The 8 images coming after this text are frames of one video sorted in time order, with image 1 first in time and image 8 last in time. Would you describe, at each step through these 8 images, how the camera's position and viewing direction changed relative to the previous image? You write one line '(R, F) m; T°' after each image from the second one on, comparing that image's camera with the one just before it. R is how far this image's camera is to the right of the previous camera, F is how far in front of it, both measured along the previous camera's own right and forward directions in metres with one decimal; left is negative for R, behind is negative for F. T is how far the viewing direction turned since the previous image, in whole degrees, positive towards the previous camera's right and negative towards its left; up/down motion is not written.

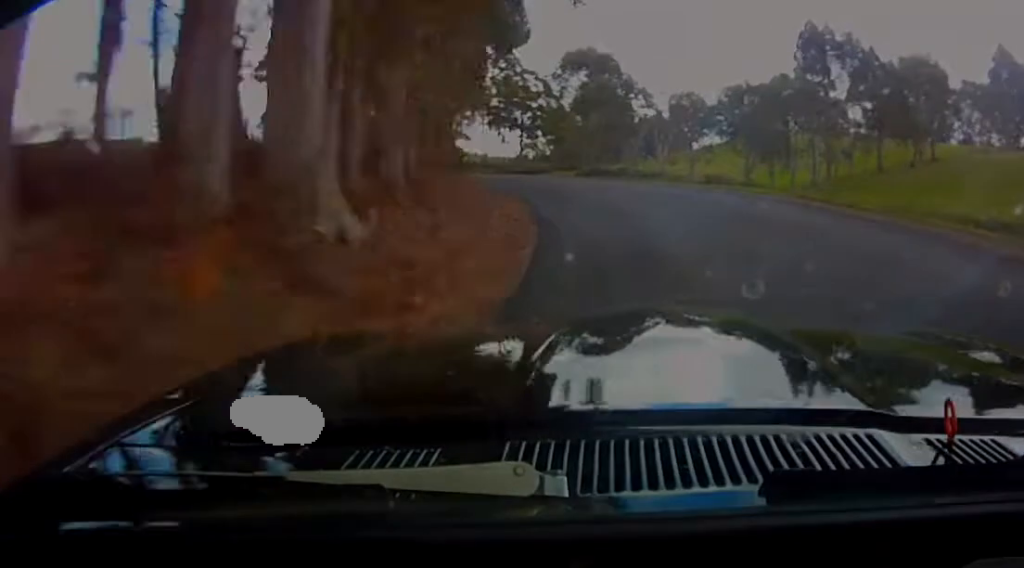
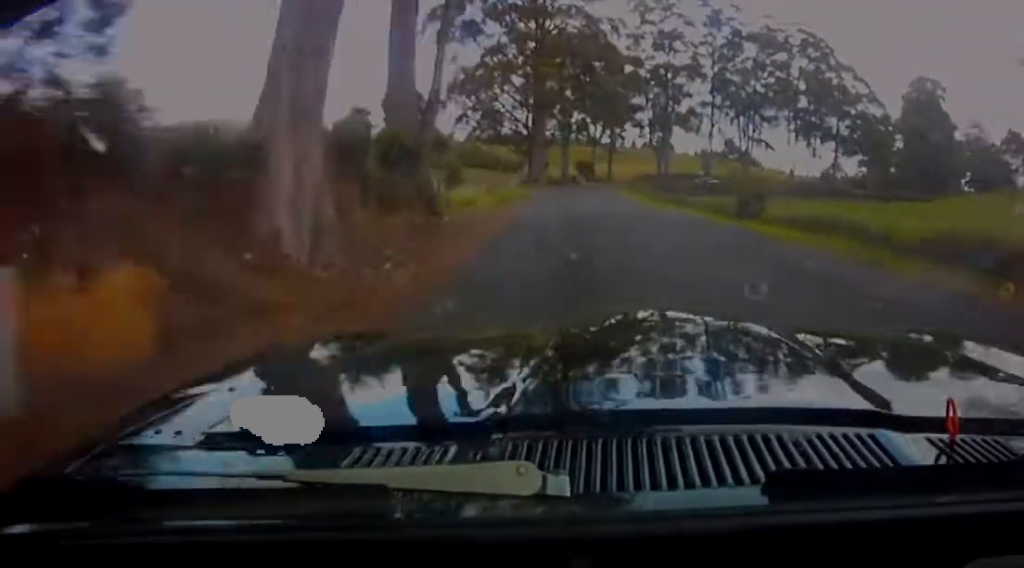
(-10.6, +51.2) m; -19°
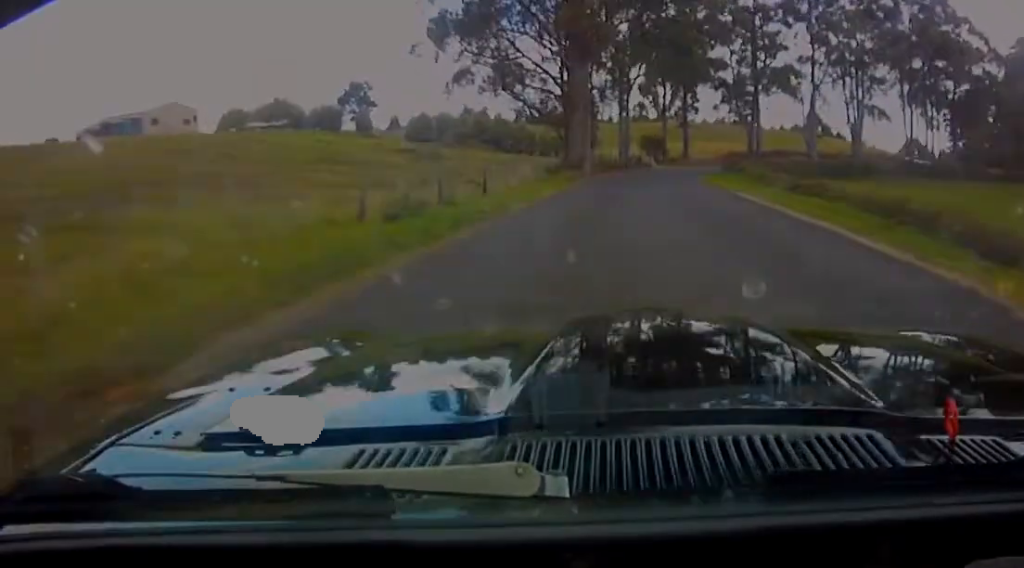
(-2.0, +30.6) m; -2°
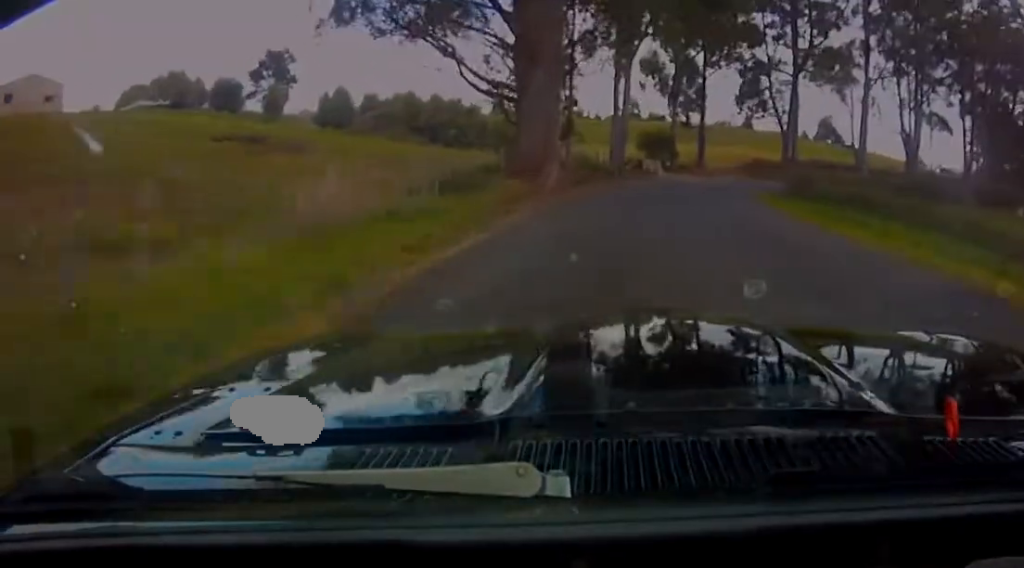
(+0.5, +24.8) m; +6°
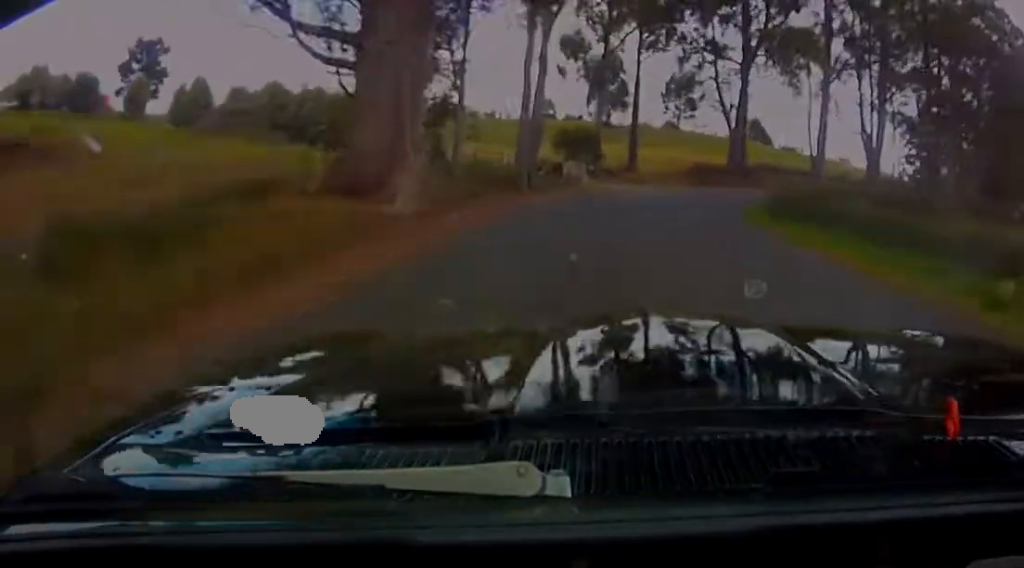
(-0.3, +12.9) m; +6°
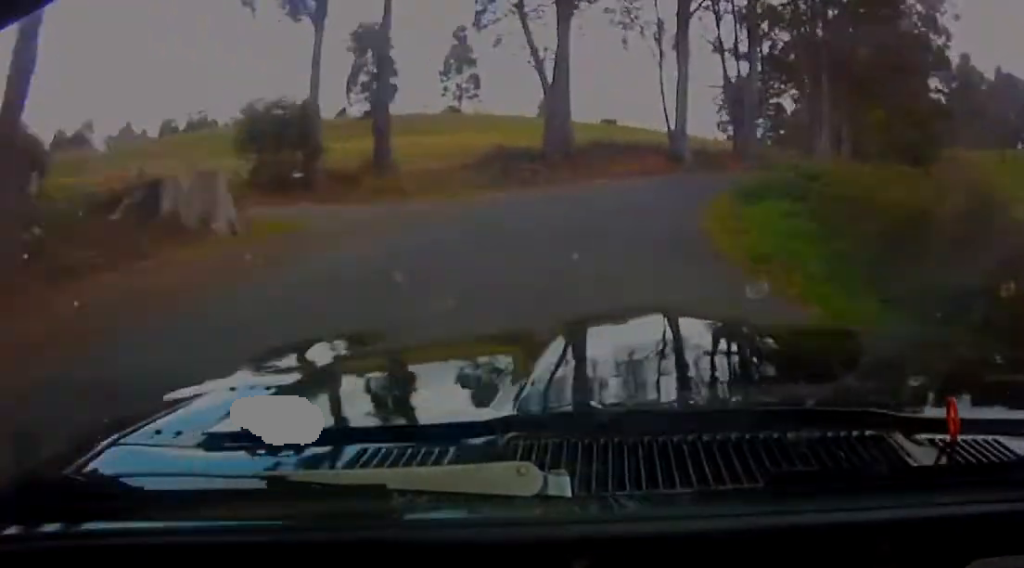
(+3.2, +24.2) m; +15°
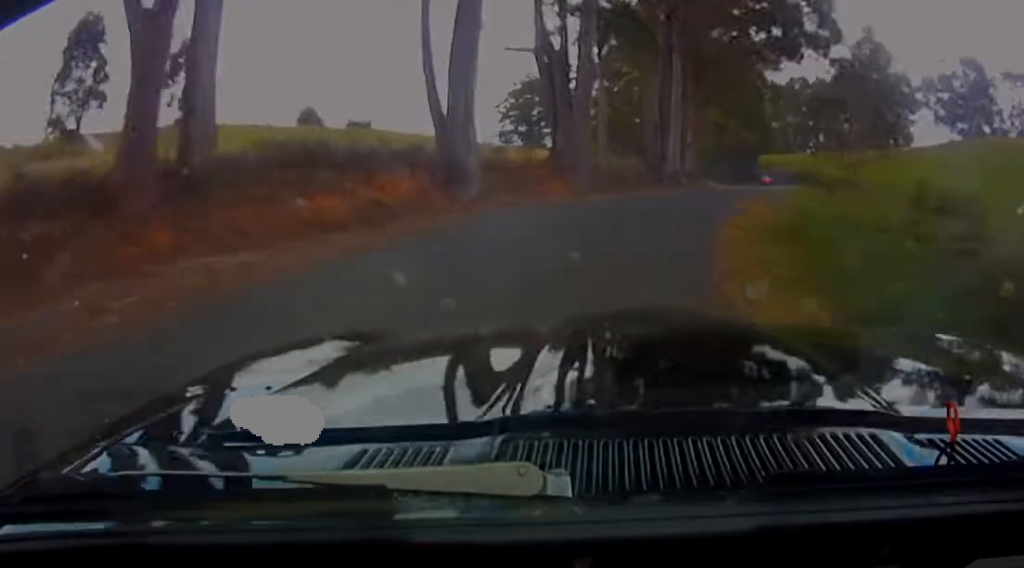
(+3.6, +24.6) m; +13°
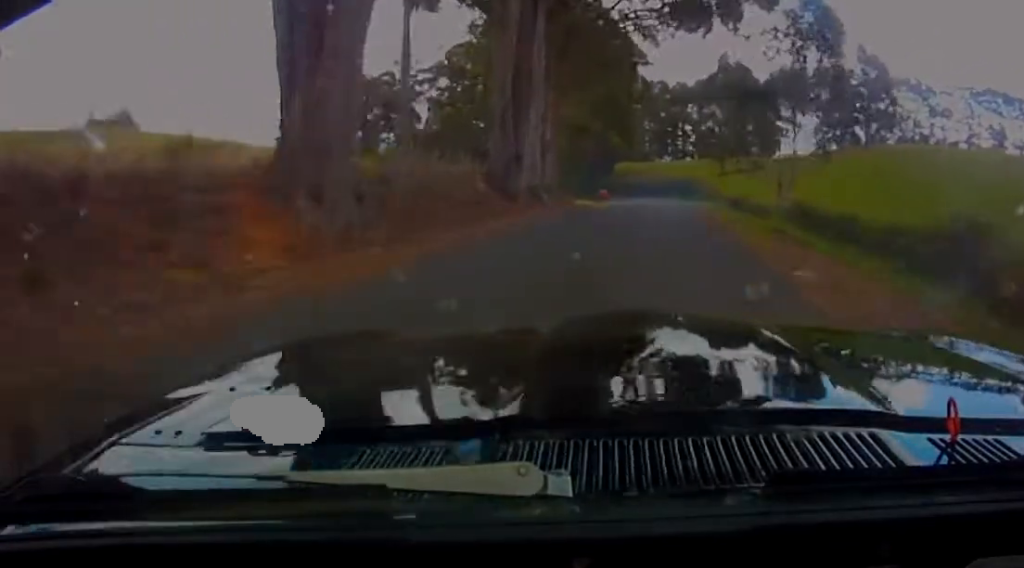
(+1.5, +19.2) m; +8°
